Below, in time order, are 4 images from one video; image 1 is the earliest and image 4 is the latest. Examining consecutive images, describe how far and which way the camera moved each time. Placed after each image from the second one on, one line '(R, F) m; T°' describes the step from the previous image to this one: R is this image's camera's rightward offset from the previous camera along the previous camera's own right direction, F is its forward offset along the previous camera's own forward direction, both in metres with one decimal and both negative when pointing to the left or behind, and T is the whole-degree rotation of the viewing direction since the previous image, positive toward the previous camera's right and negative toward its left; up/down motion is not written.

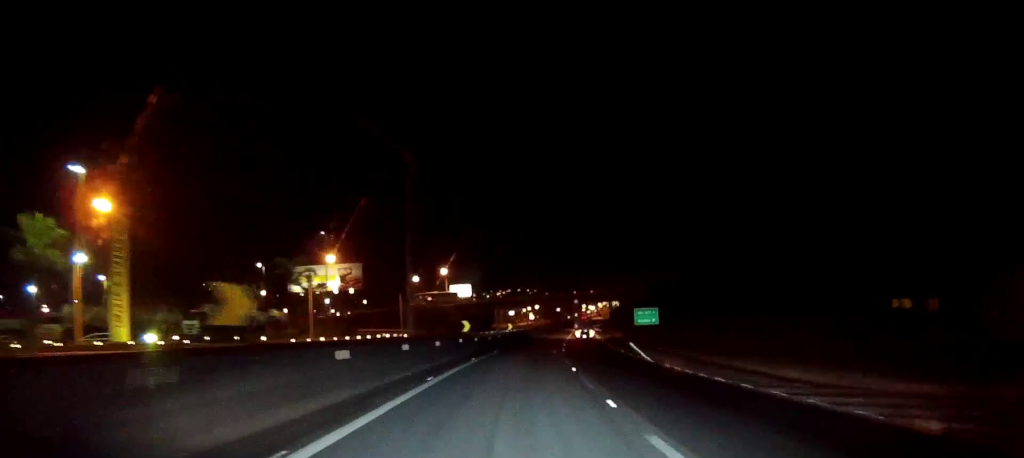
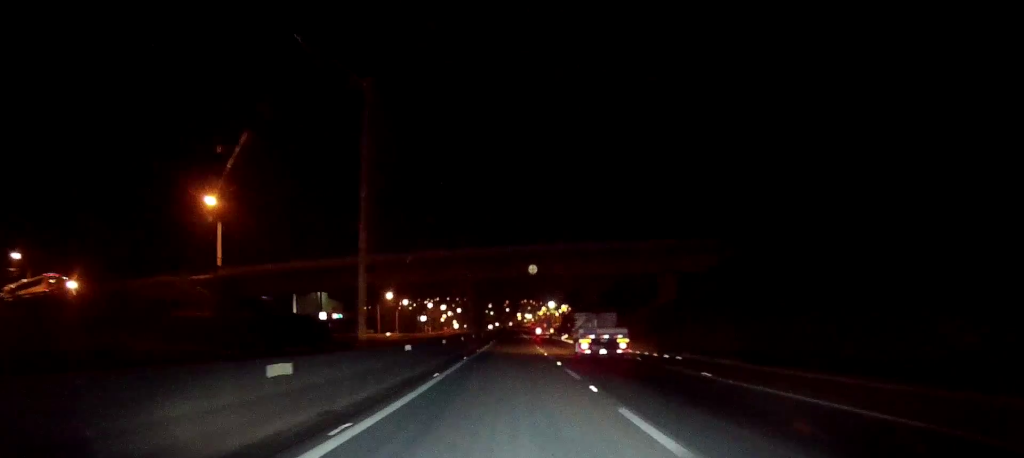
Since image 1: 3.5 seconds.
(+6.9, +126.8) m; +5°
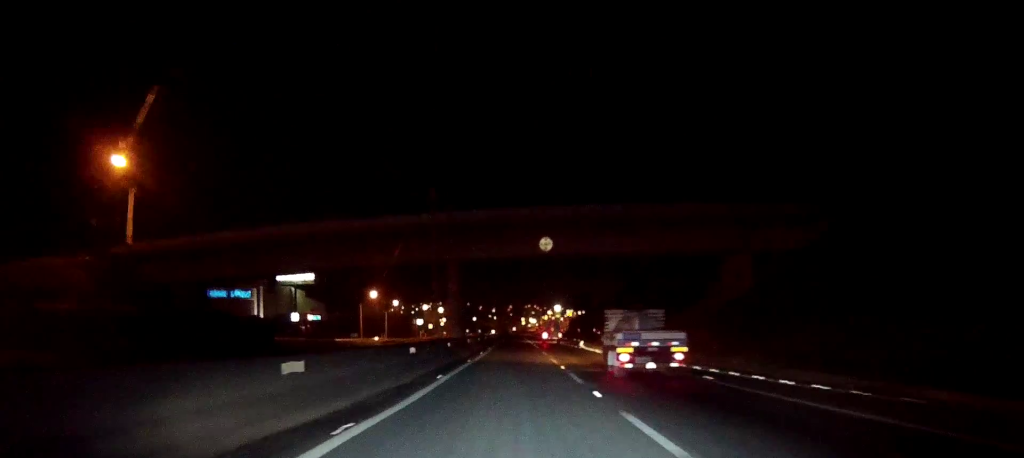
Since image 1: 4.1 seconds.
(+0.1, +23.8) m; 0°
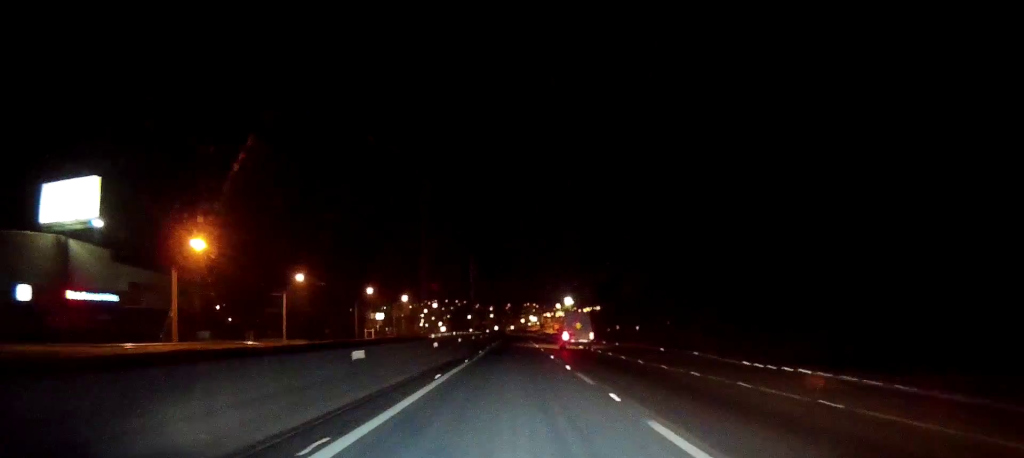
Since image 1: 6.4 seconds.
(+0.3, +85.2) m; 0°
